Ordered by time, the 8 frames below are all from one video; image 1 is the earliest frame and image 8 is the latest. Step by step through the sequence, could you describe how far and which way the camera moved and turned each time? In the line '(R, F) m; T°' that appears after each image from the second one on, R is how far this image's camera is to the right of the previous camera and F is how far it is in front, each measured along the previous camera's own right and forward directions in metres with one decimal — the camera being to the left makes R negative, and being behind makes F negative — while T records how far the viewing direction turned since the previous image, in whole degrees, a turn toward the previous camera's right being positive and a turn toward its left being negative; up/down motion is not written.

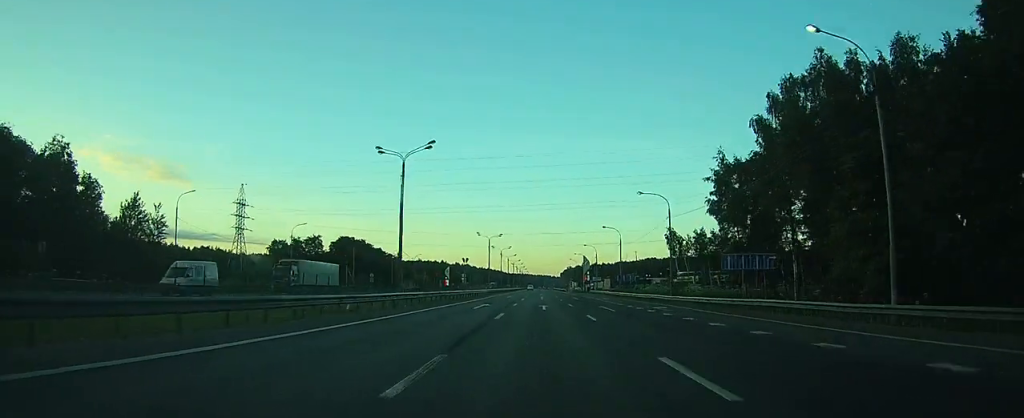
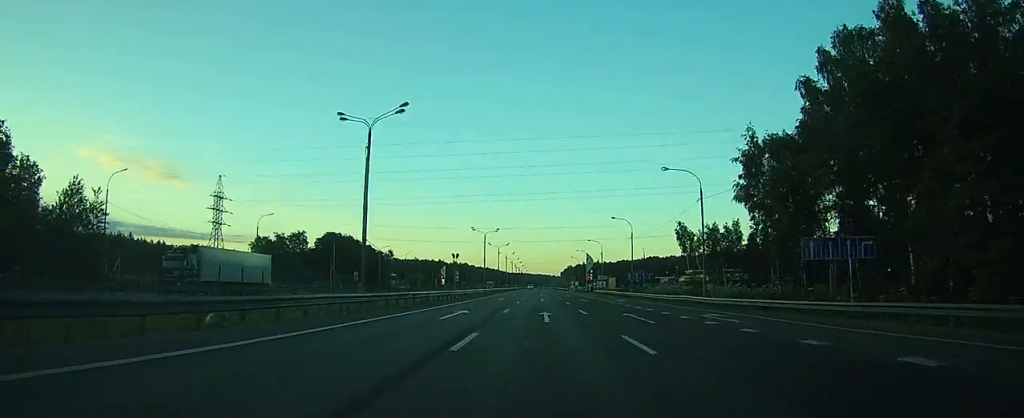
(0.0, +11.2) m; 0°
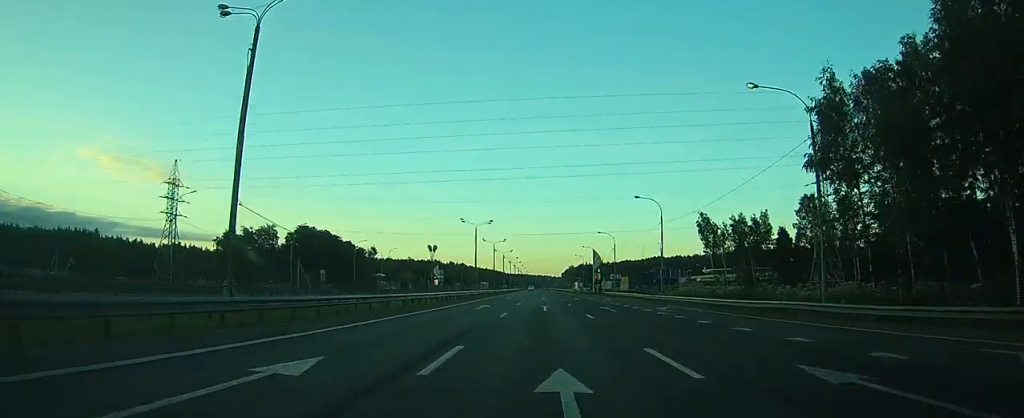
(0.0, +19.0) m; 0°
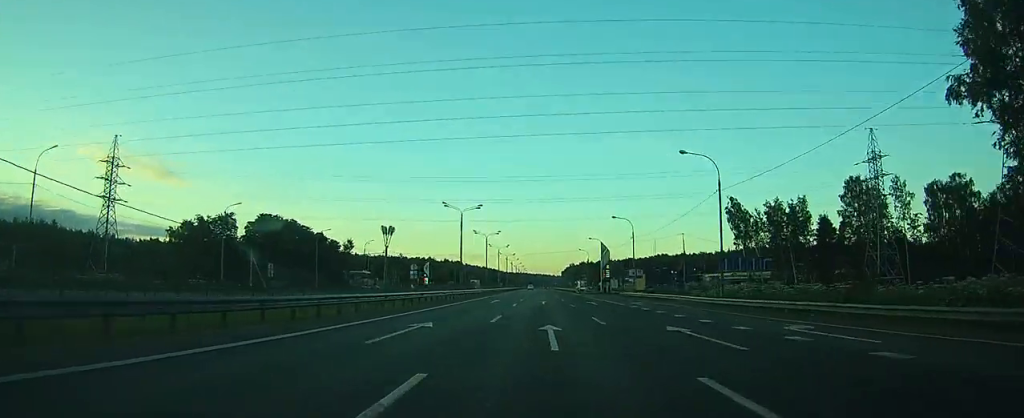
(0.0, +19.9) m; +1°
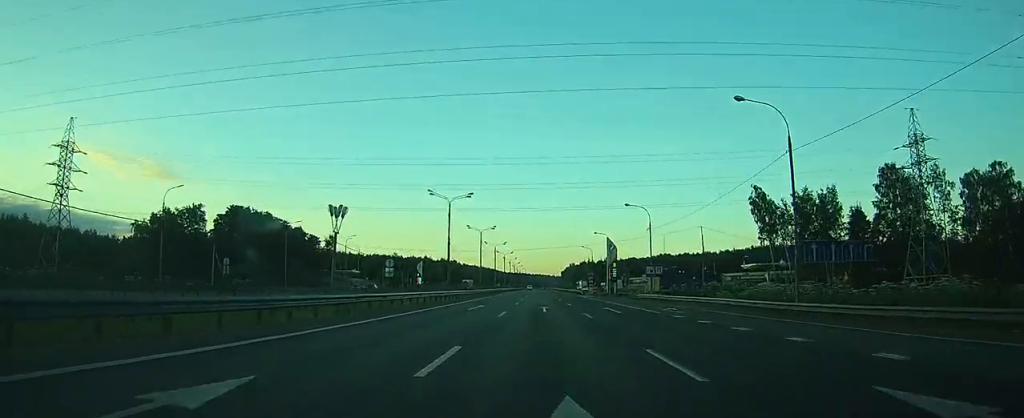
(+0.2, +12.2) m; 0°
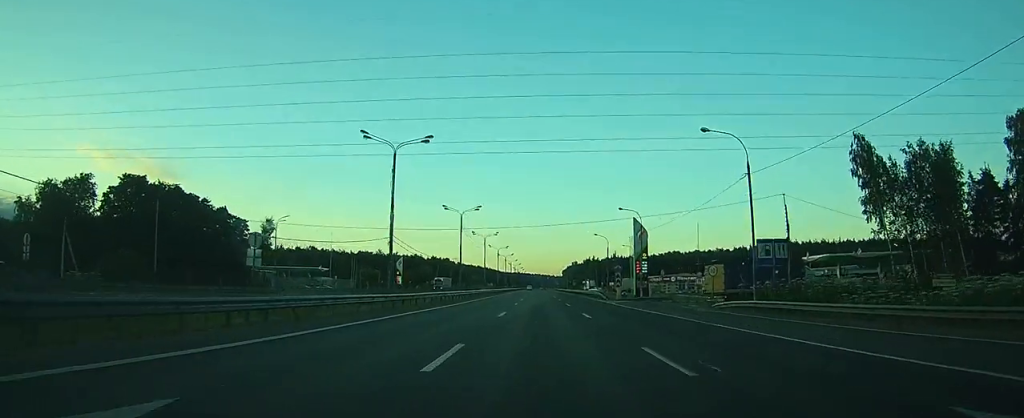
(0.0, +31.5) m; 0°
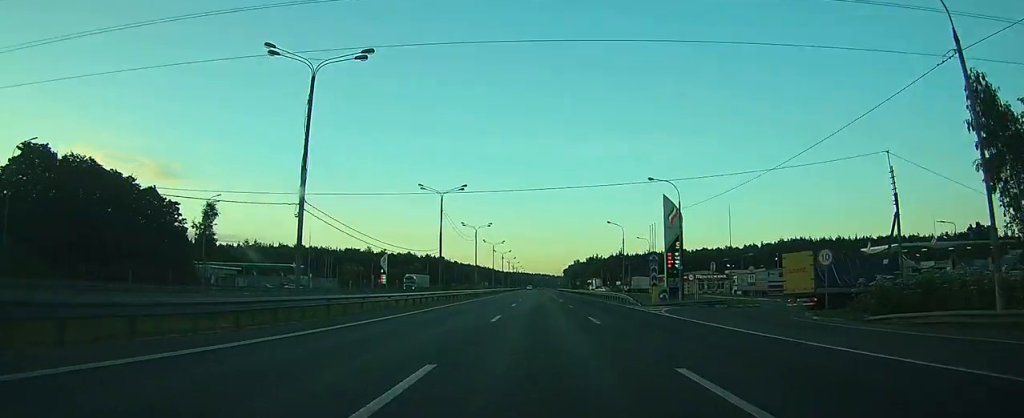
(+0.1, +19.3) m; 0°
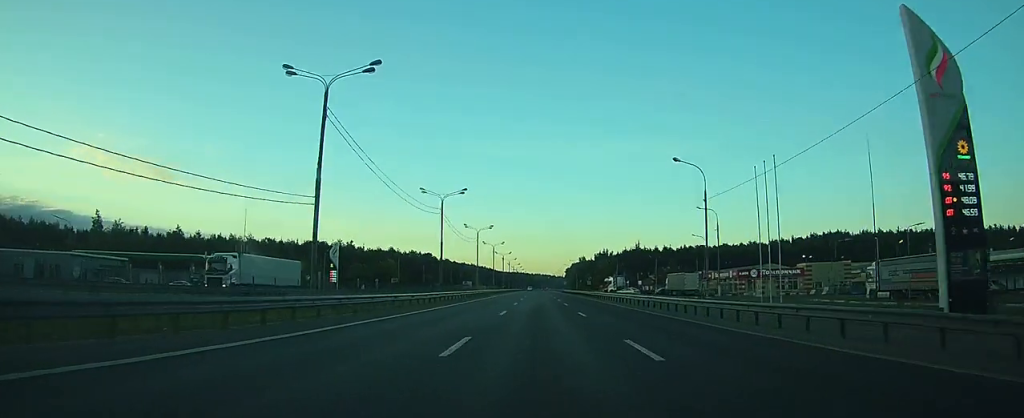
(+0.1, +42.3) m; 0°
